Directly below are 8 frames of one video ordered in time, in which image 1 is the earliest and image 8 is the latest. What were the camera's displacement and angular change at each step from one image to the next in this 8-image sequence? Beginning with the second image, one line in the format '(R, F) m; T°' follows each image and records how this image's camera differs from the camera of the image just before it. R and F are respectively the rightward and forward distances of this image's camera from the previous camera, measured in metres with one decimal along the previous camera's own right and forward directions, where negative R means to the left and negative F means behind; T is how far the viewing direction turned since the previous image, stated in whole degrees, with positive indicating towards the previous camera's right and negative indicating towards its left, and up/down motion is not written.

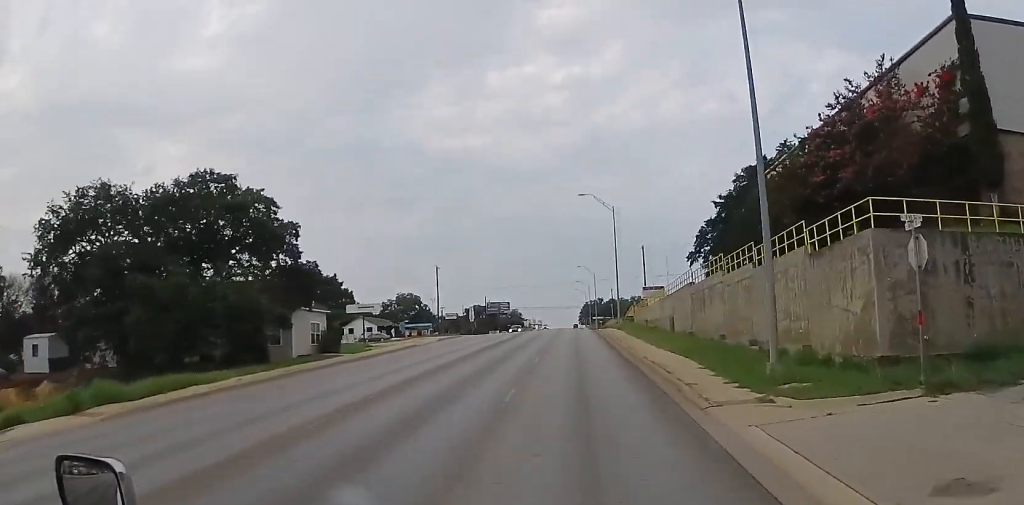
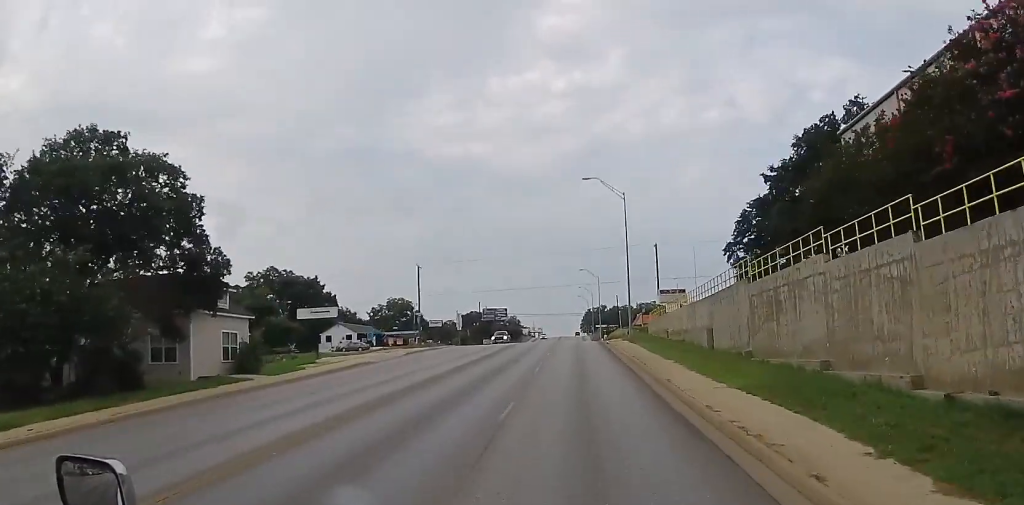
(+0.2, +12.9) m; 0°
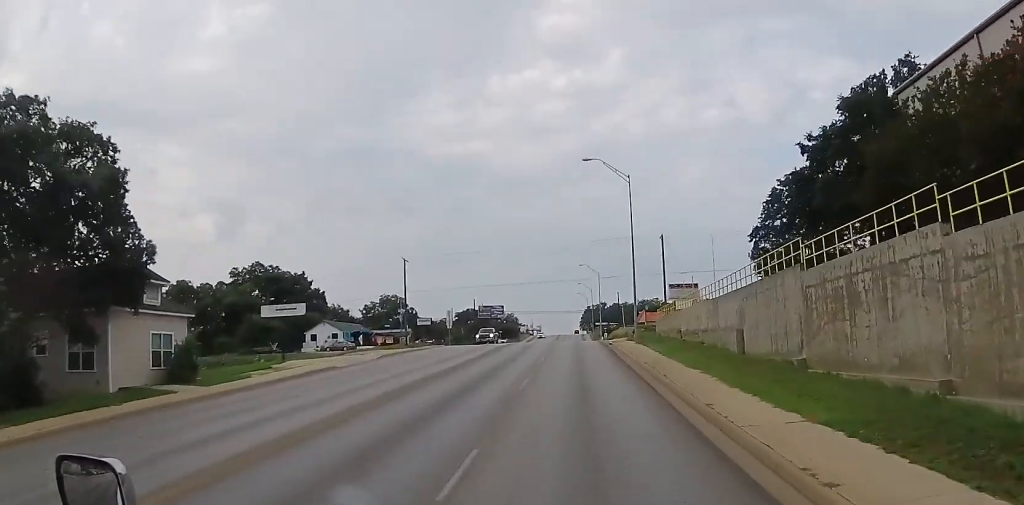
(+0.1, +6.5) m; 0°
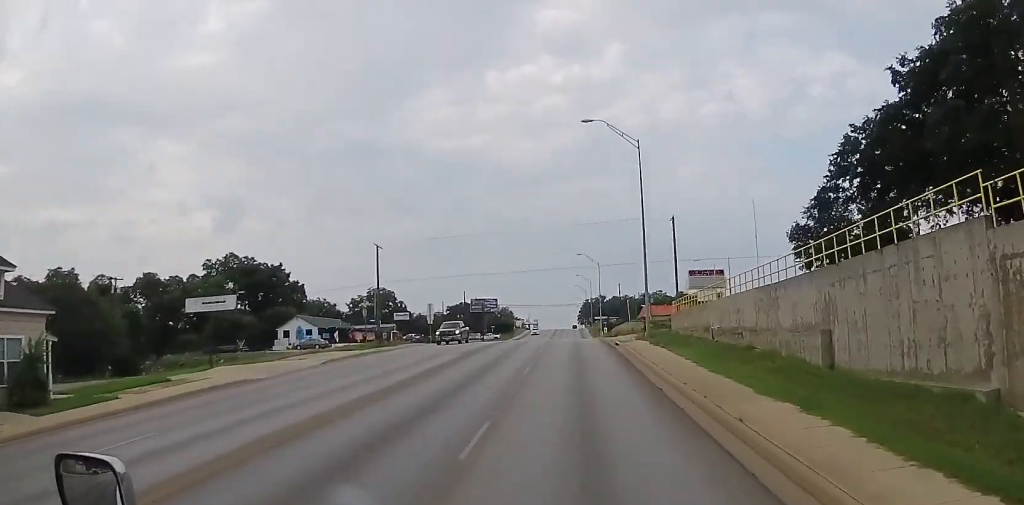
(-0.3, +10.2) m; -1°
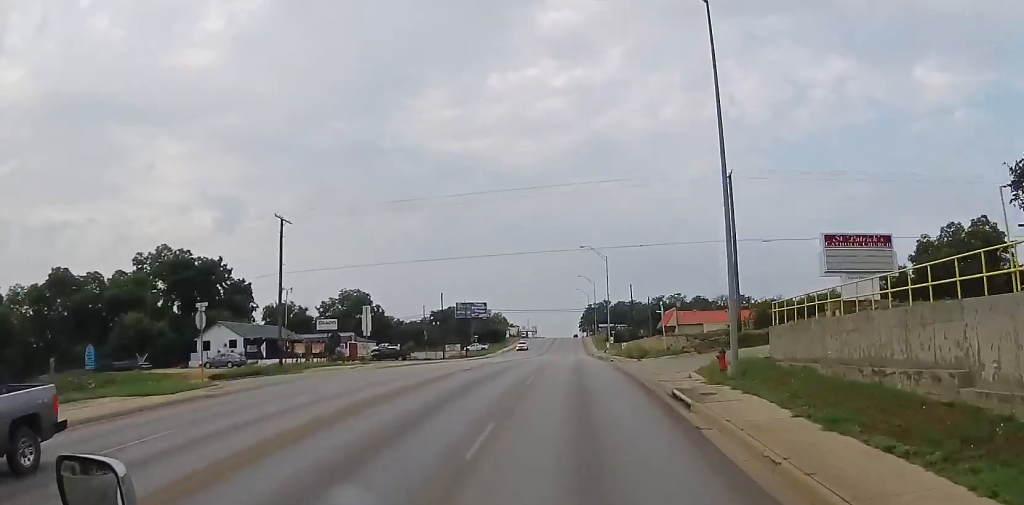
(+0.2, +24.2) m; +1°
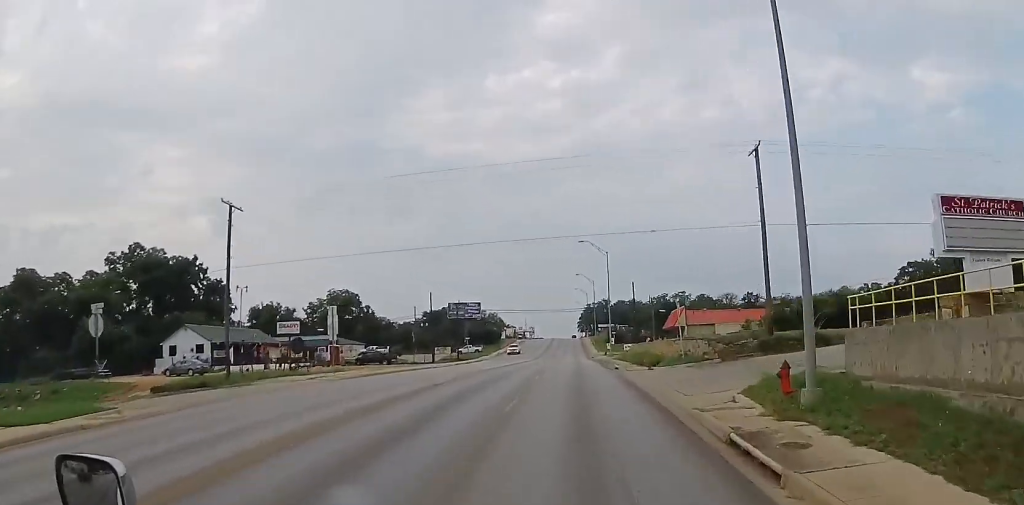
(+0.3, +7.2) m; -1°
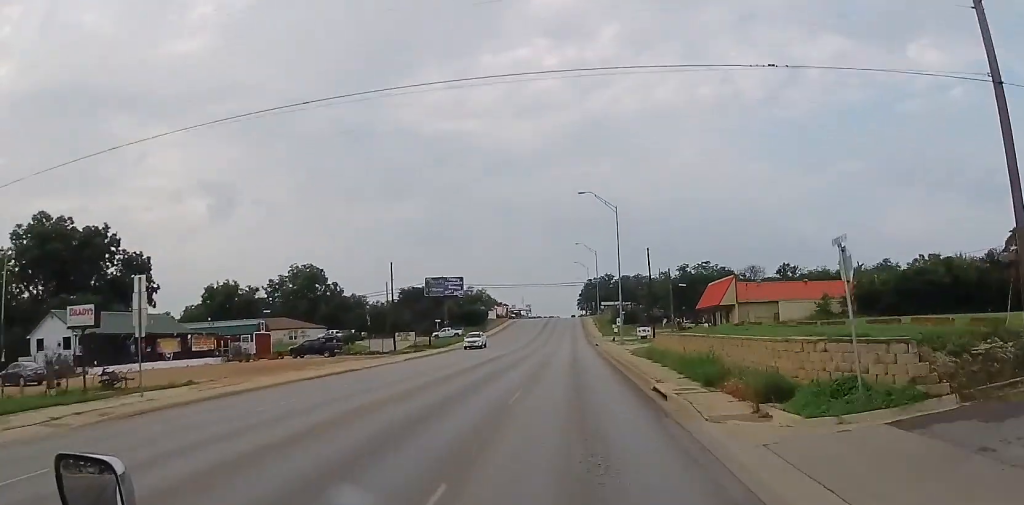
(-0.9, +21.8) m; -2°
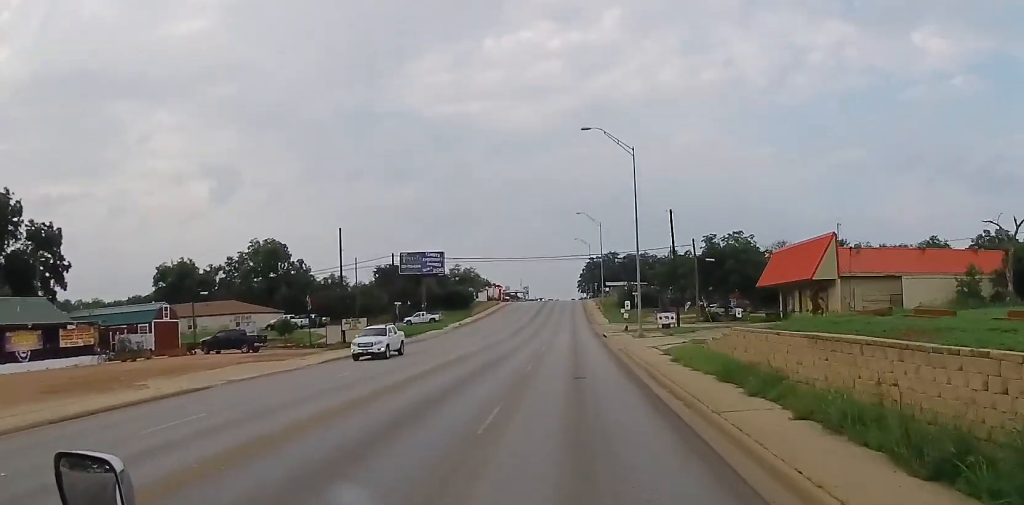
(+0.4, +18.5) m; +1°
